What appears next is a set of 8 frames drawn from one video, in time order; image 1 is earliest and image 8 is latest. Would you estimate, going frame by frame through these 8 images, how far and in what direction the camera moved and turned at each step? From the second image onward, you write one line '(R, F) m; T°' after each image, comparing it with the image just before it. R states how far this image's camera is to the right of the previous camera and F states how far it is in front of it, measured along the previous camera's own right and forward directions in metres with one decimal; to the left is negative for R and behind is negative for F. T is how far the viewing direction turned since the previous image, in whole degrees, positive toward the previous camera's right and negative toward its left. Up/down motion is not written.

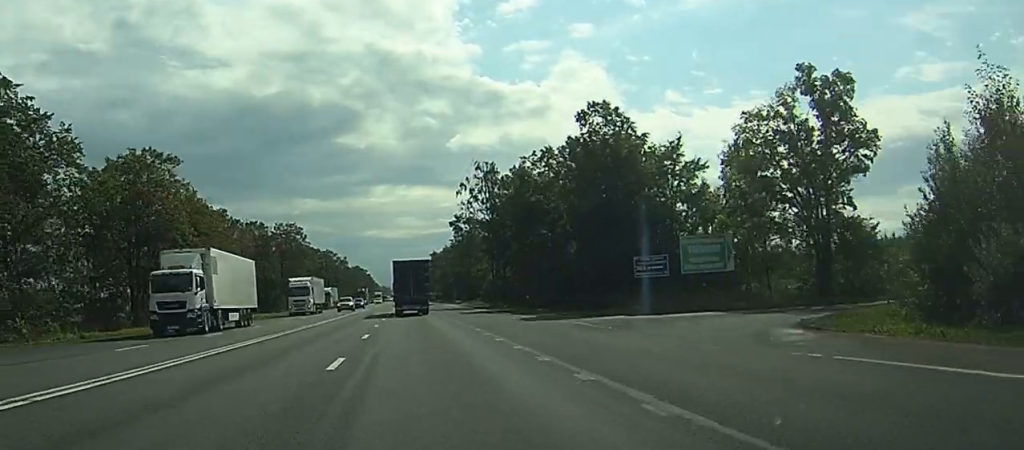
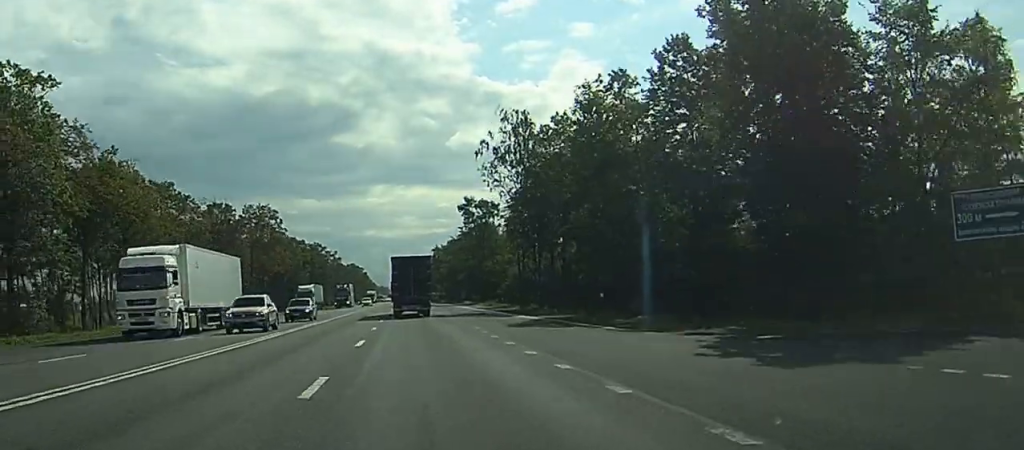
(+0.7, +31.1) m; +2°
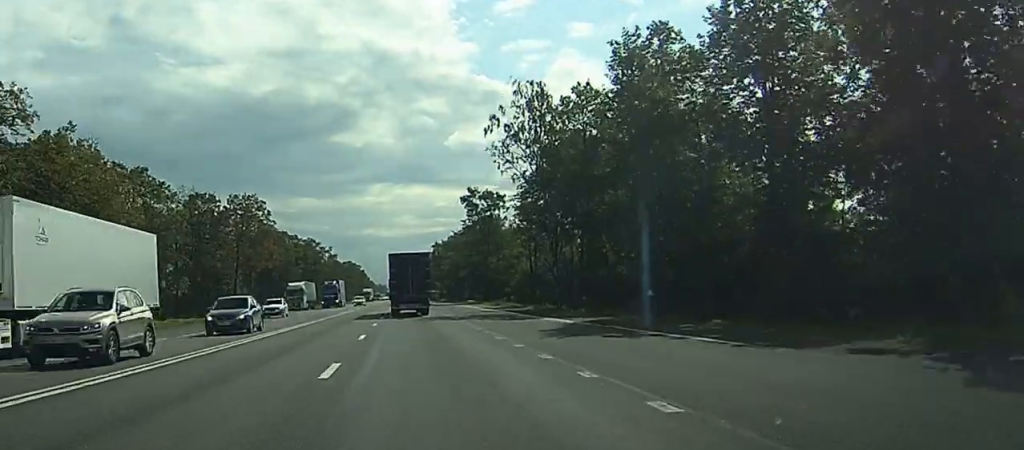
(0.0, +10.6) m; 0°
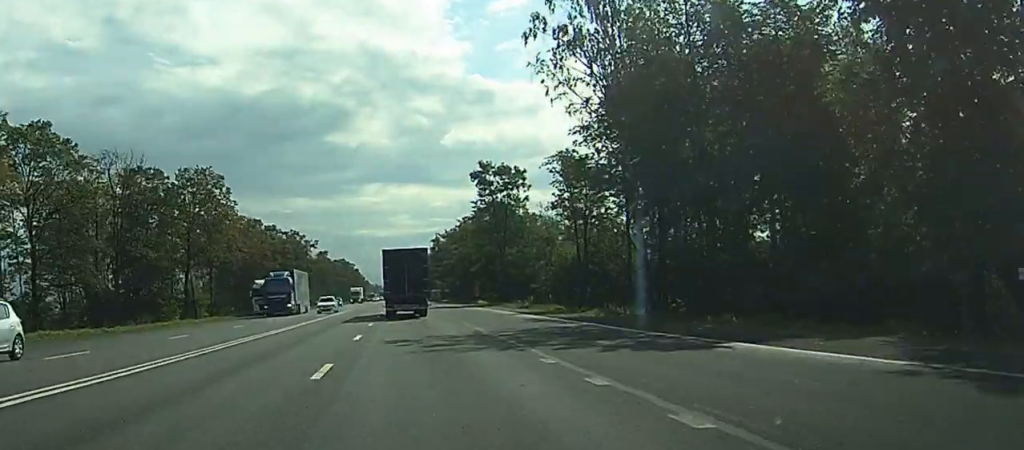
(0.0, +26.6) m; 0°
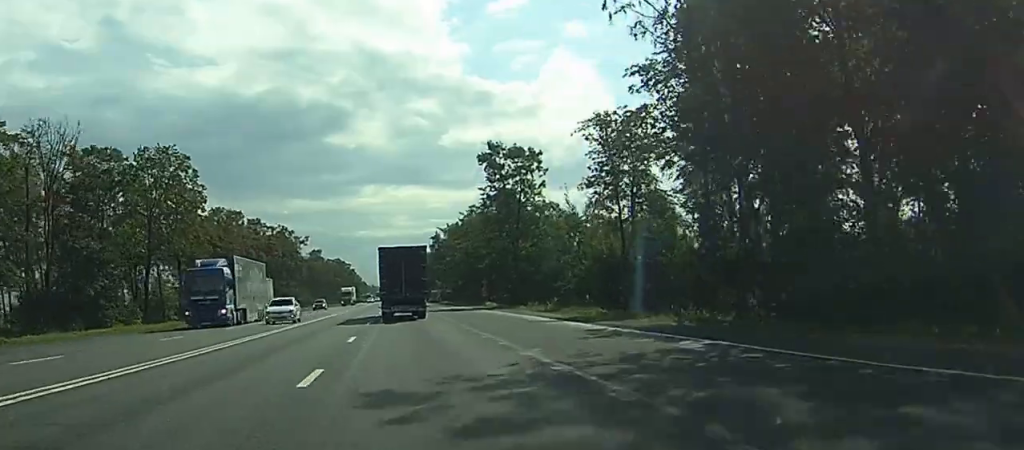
(0.0, +14.5) m; 0°
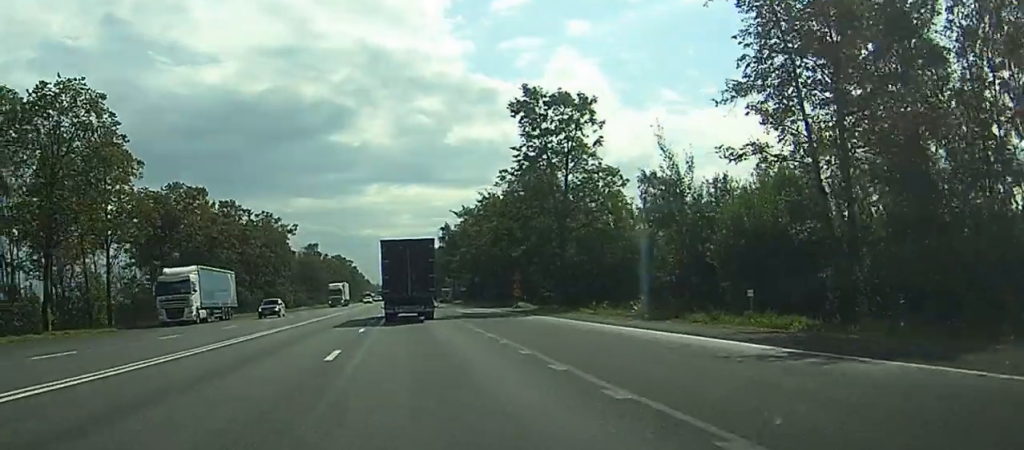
(0.0, +24.9) m; 0°
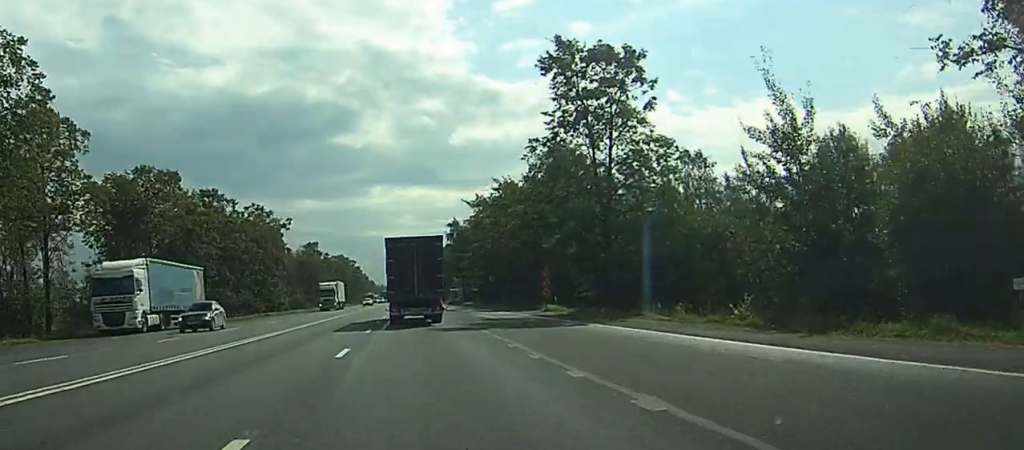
(0.0, +13.4) m; 0°
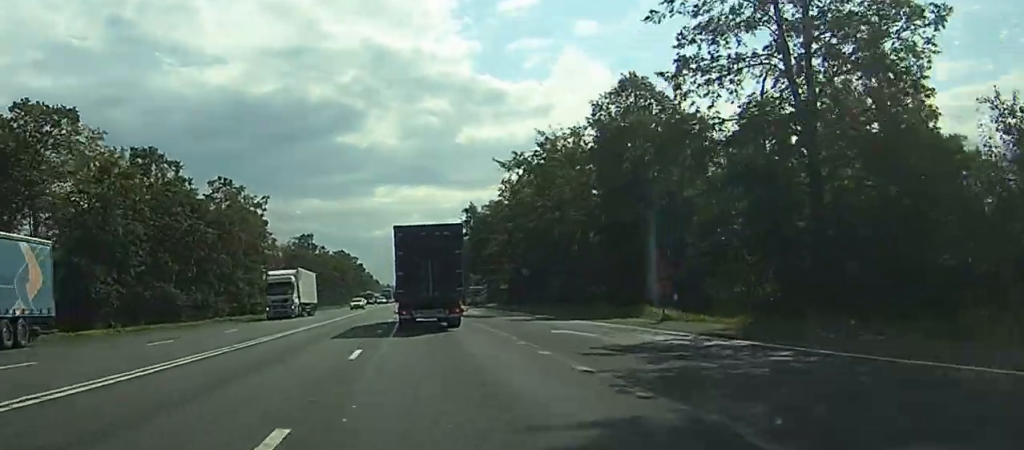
(-0.5, +26.5) m; -6°
